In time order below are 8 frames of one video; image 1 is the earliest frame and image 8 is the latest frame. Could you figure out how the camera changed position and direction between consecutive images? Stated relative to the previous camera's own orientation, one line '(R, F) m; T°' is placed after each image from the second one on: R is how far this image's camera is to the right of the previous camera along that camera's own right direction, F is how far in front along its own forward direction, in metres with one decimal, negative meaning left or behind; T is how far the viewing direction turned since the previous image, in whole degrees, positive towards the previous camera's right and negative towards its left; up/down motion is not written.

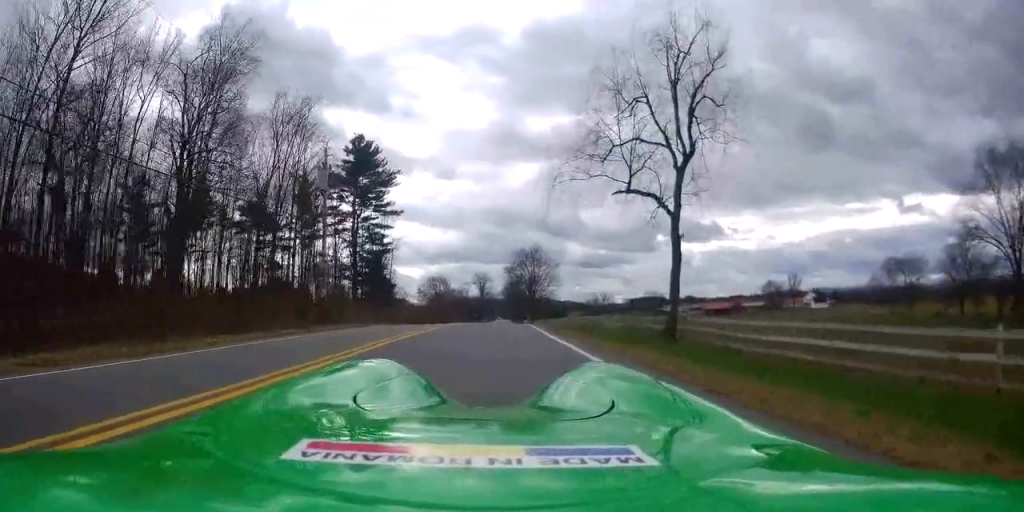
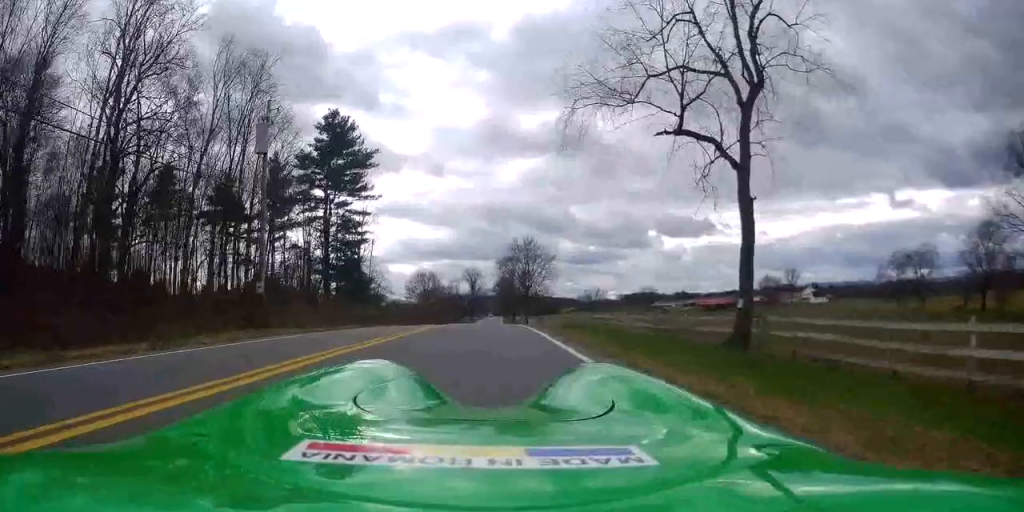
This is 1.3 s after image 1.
(+0.1, +8.6) m; +2°
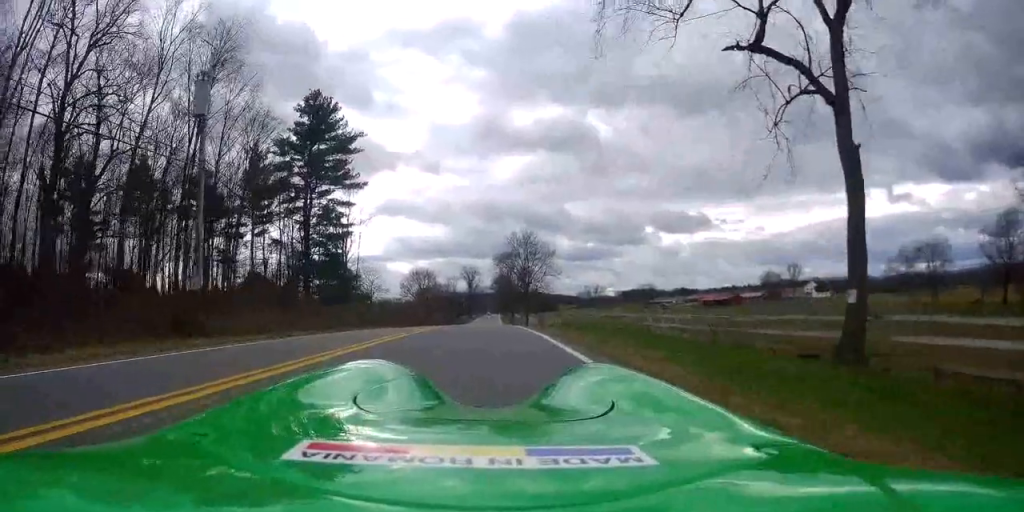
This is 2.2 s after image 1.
(+0.1, +6.0) m; -2°
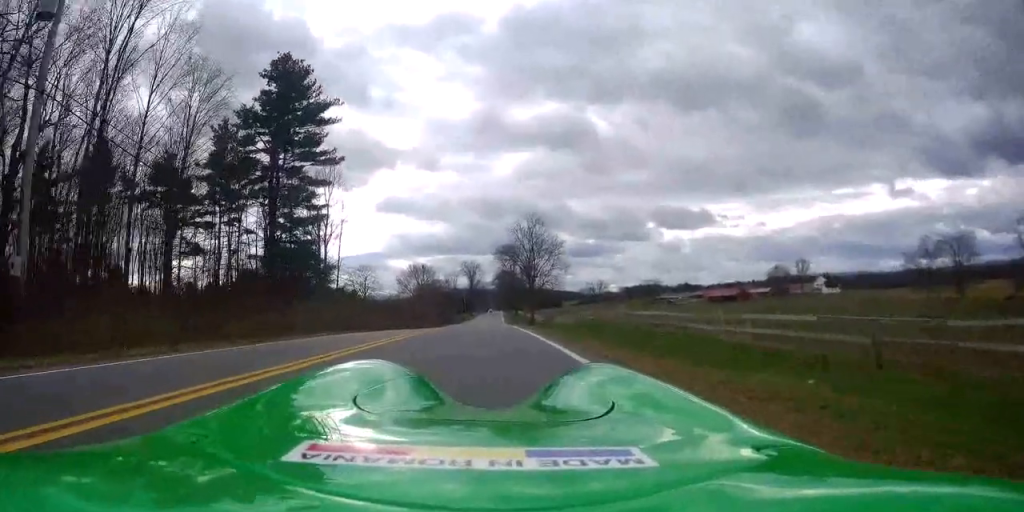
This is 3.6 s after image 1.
(-0.1, +9.9) m; +2°
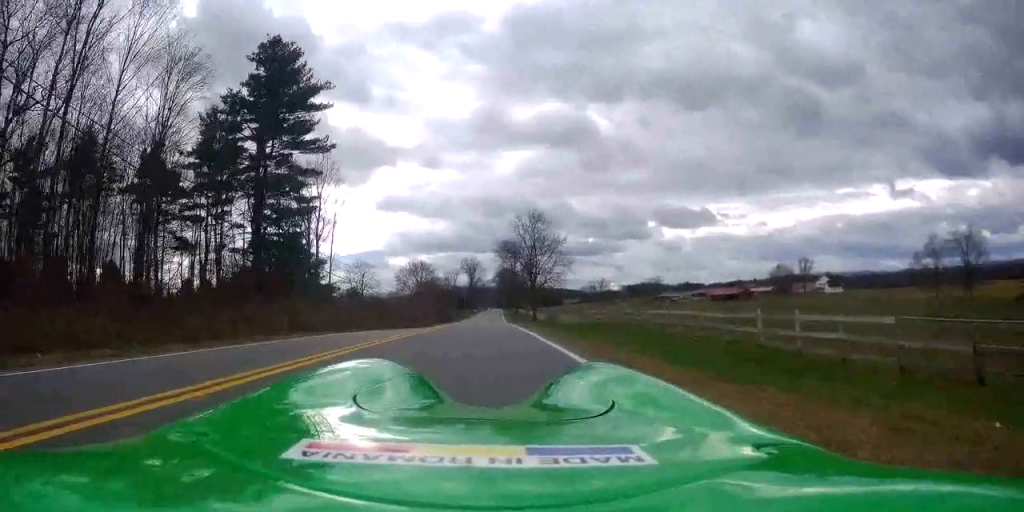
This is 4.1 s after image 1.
(+0.2, +3.1) m; +1°
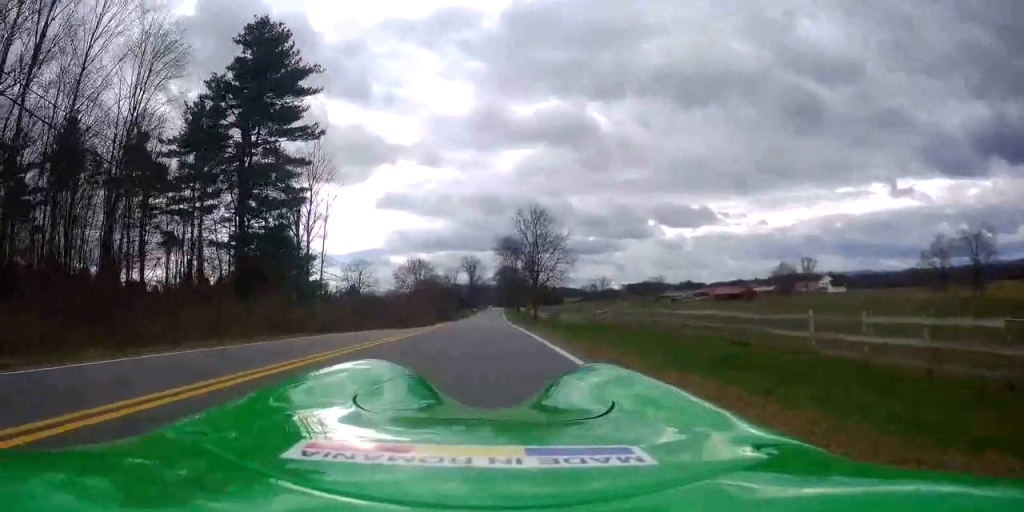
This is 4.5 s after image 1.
(0.0, +3.1) m; +1°
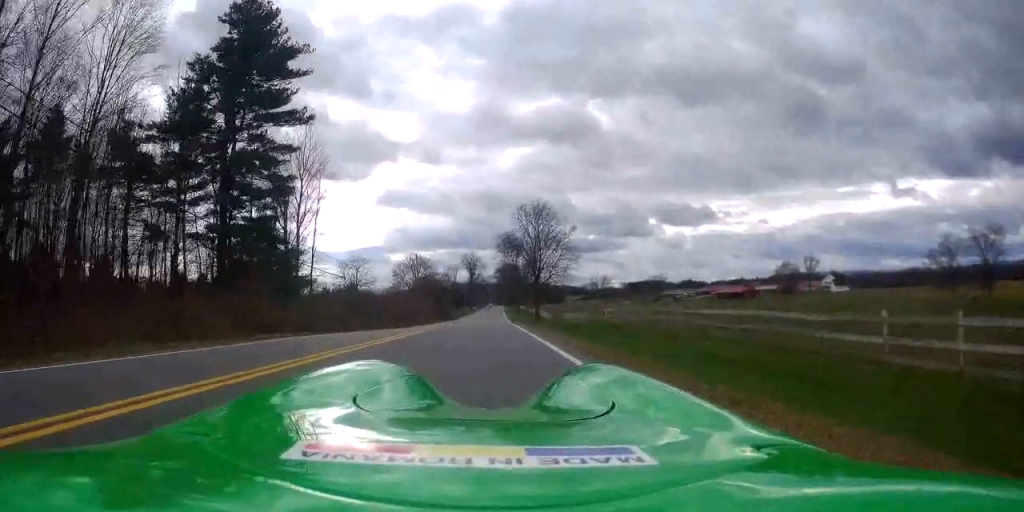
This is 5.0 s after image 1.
(-0.2, +3.1) m; 0°
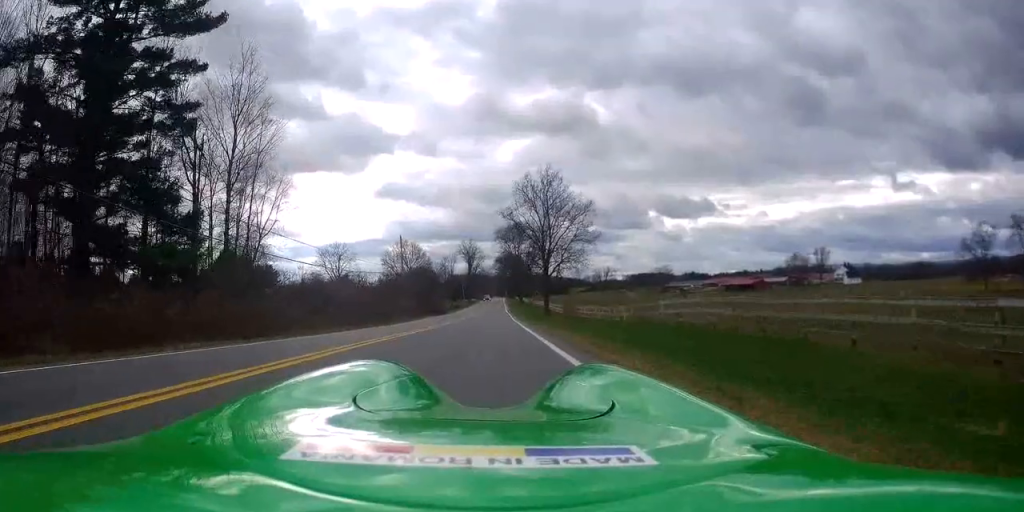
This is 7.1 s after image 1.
(-0.5, +15.2) m; -6°
